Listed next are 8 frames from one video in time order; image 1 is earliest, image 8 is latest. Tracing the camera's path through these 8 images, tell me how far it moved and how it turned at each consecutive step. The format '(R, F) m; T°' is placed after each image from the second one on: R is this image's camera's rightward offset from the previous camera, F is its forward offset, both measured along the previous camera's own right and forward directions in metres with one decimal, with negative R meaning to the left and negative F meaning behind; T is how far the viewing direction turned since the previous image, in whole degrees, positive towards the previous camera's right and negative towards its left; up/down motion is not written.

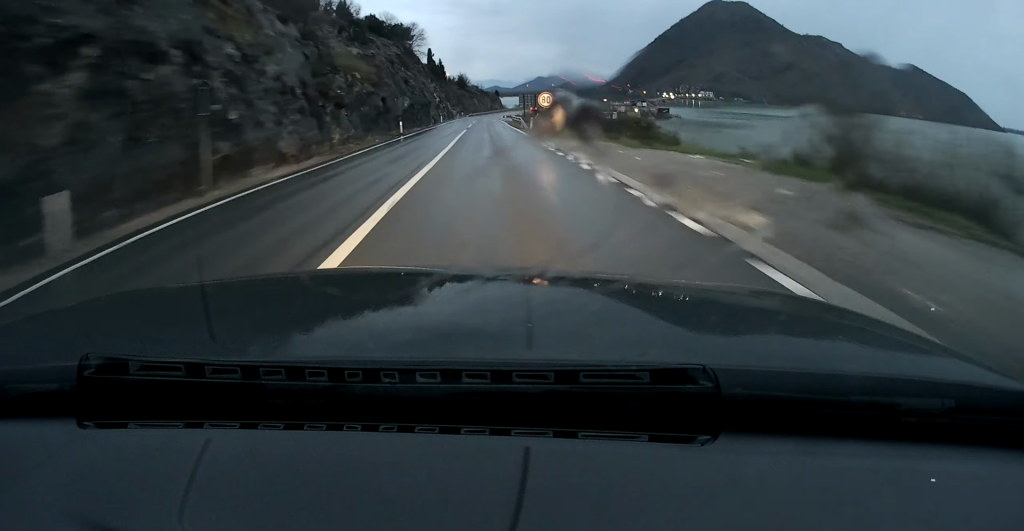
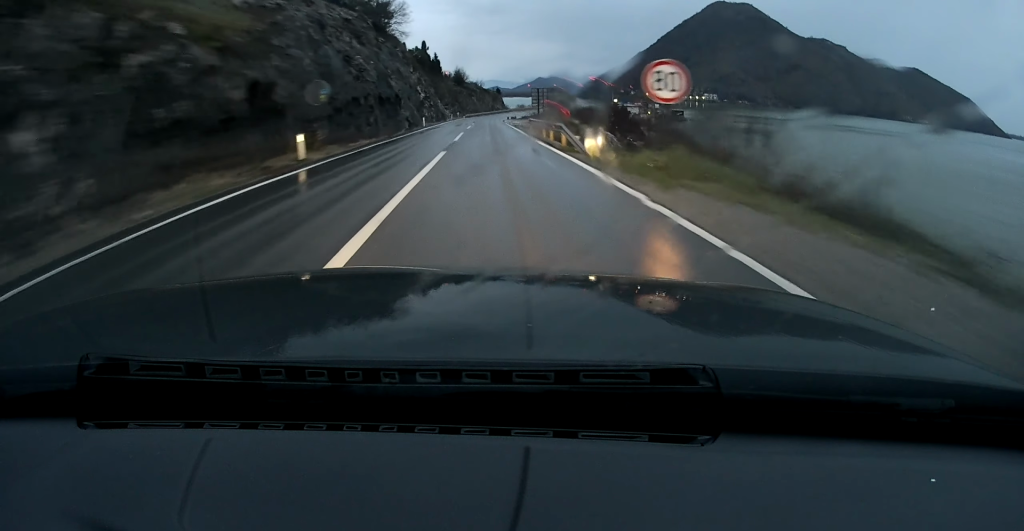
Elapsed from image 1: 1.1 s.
(+0.2, +25.5) m; +1°
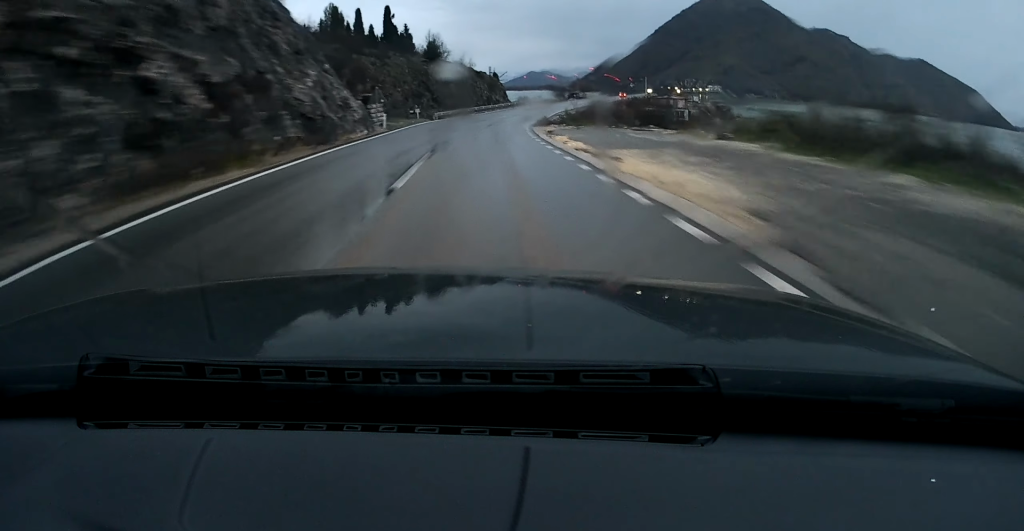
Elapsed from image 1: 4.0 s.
(+2.5, +69.7) m; +5°
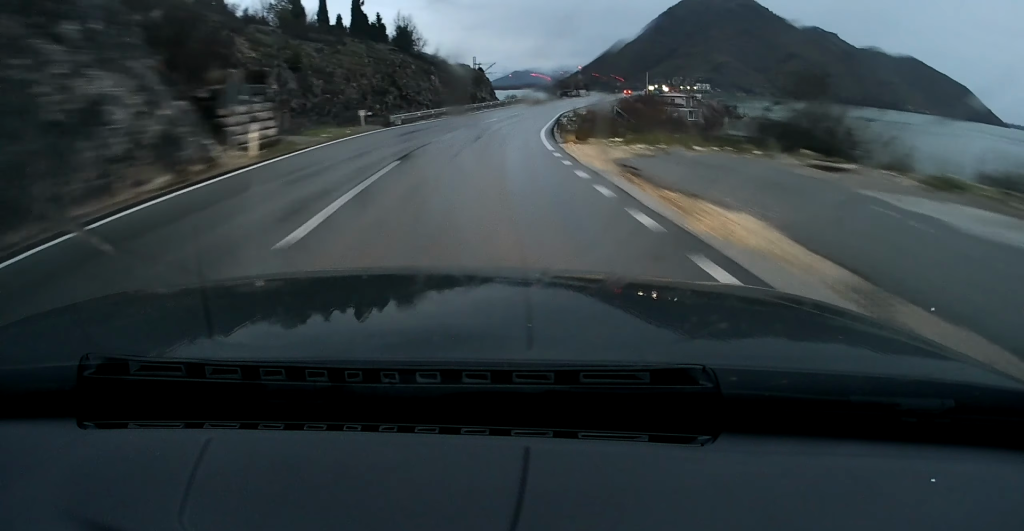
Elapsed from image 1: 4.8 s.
(+0.2, +20.8) m; +2°
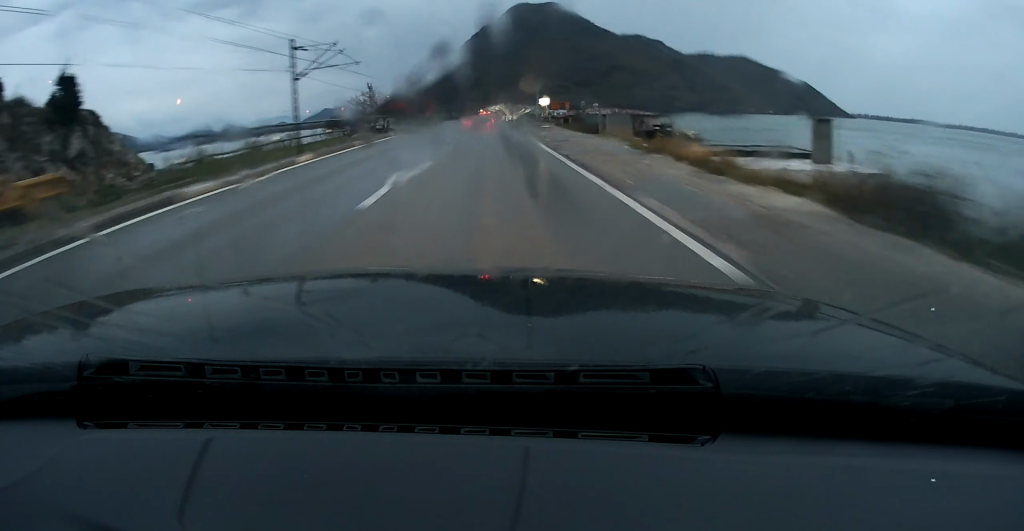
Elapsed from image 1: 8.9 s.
(+13.8, +102.8) m; +14°
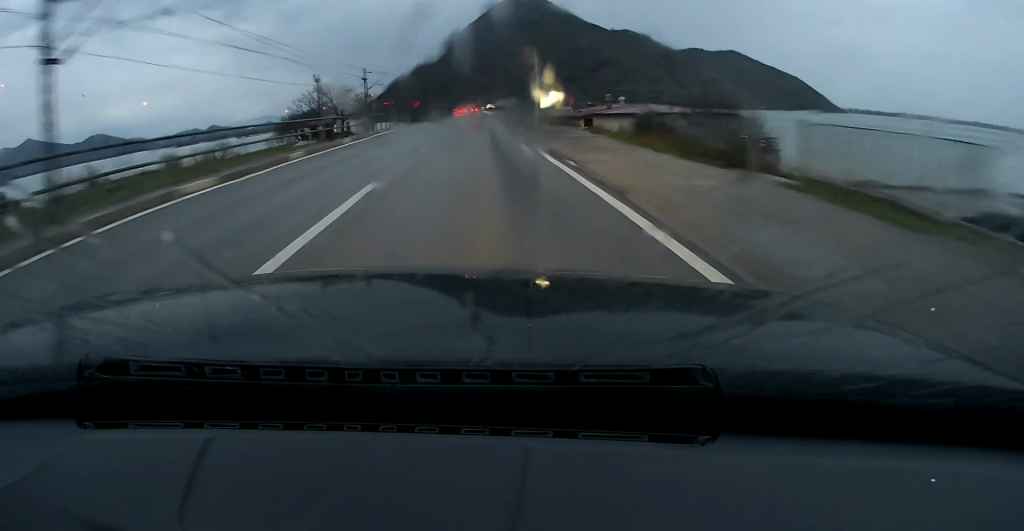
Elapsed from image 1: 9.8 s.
(+1.1, +23.3) m; +1°
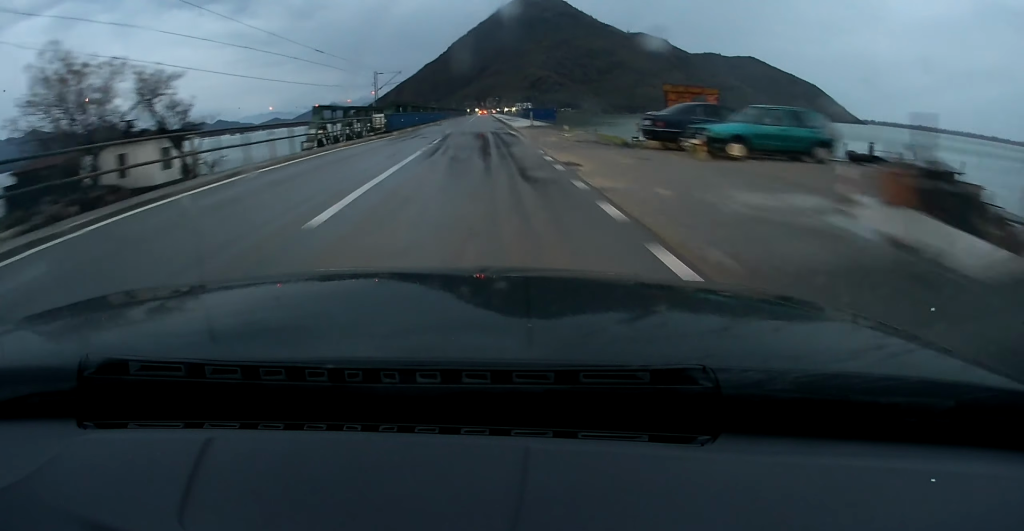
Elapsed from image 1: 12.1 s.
(0.0, +60.3) m; -1°
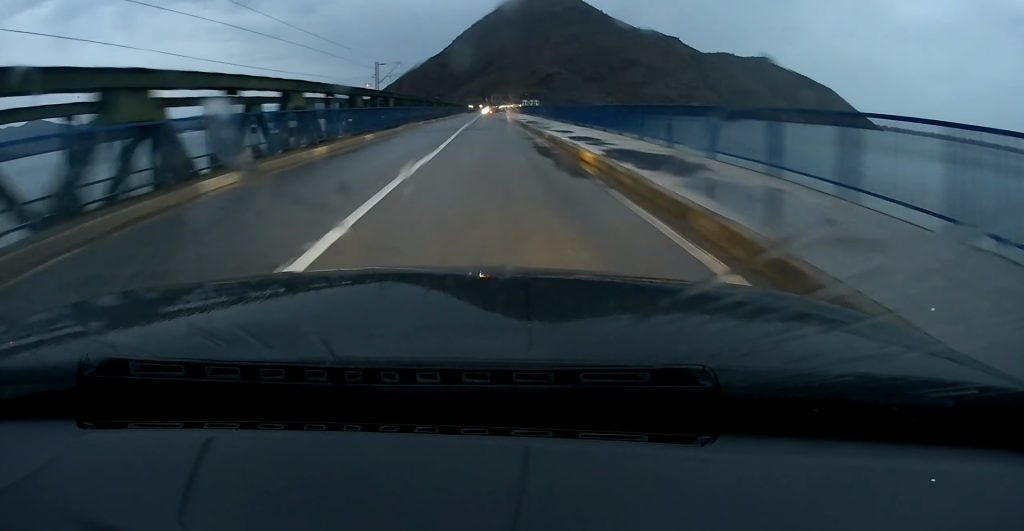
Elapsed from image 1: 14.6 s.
(-0.4, +64.7) m; 0°
